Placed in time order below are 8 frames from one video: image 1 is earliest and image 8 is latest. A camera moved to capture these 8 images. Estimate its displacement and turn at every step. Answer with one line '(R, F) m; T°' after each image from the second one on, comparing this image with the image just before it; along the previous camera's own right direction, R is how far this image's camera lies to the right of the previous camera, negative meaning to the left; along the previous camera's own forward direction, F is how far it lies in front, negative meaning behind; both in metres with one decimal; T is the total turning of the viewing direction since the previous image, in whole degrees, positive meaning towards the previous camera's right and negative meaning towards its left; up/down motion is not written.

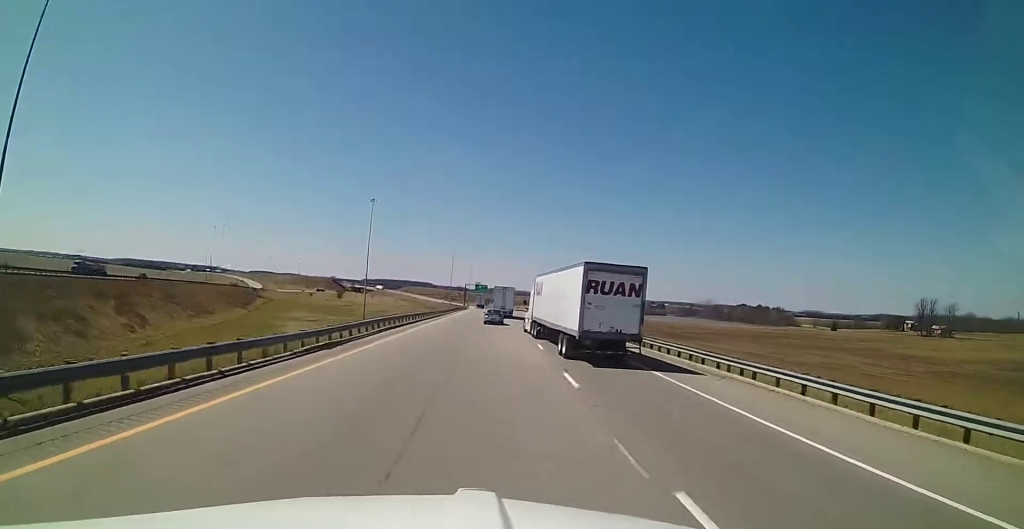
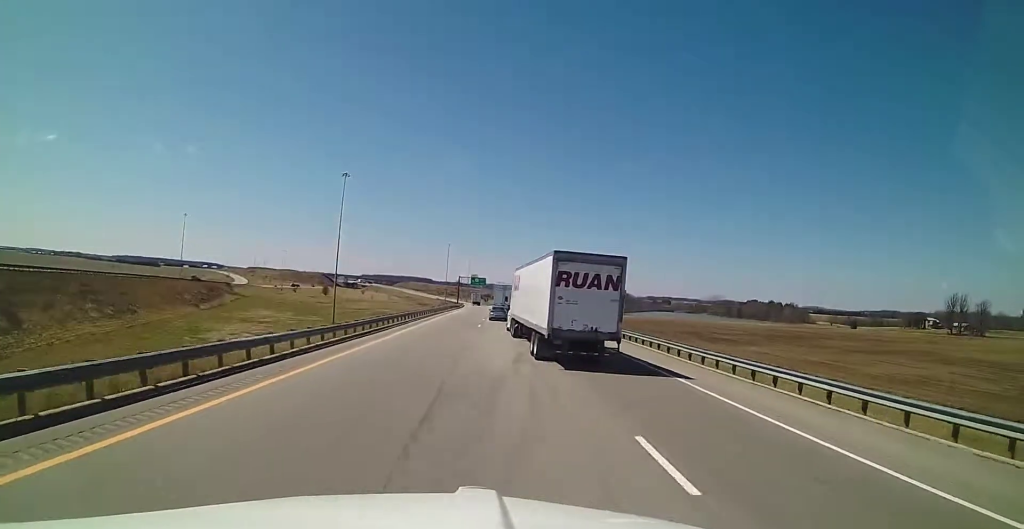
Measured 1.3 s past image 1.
(0.0, +34.2) m; 0°
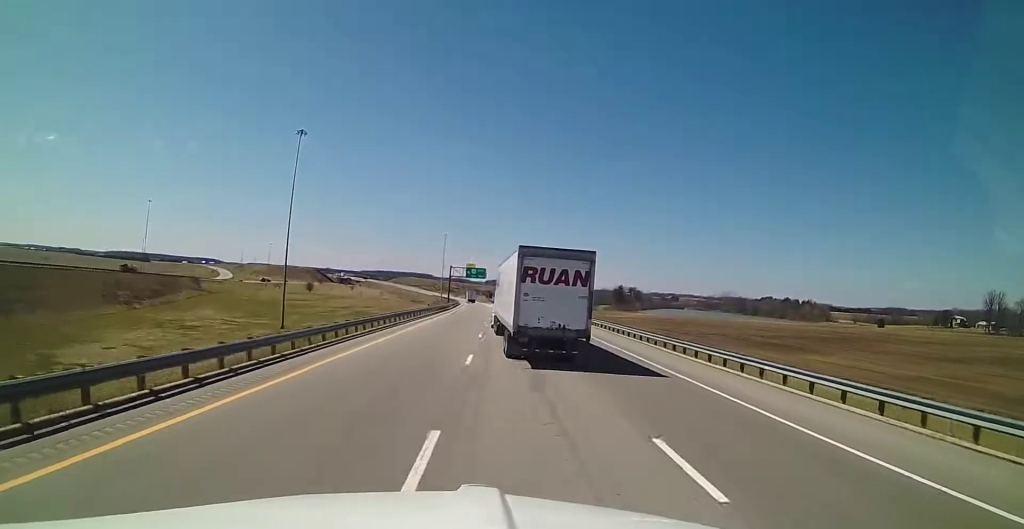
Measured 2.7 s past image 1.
(0.0, +36.3) m; 0°
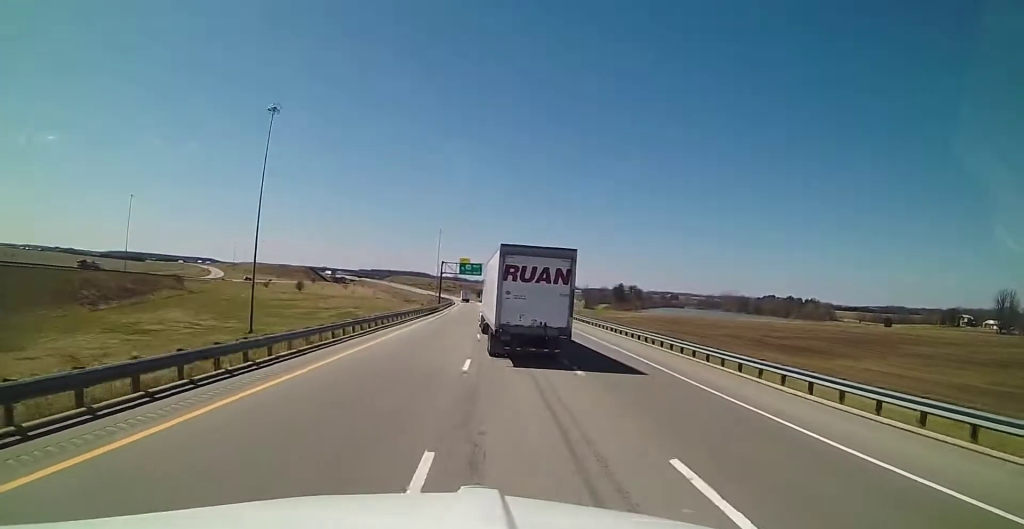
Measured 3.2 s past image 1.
(0.0, +13.1) m; 0°
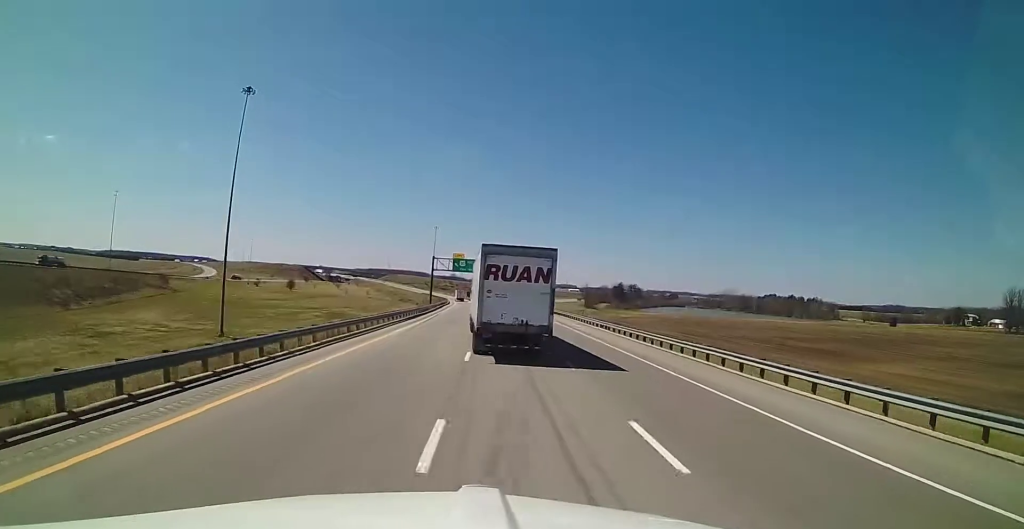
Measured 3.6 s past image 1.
(0.0, +9.8) m; 0°
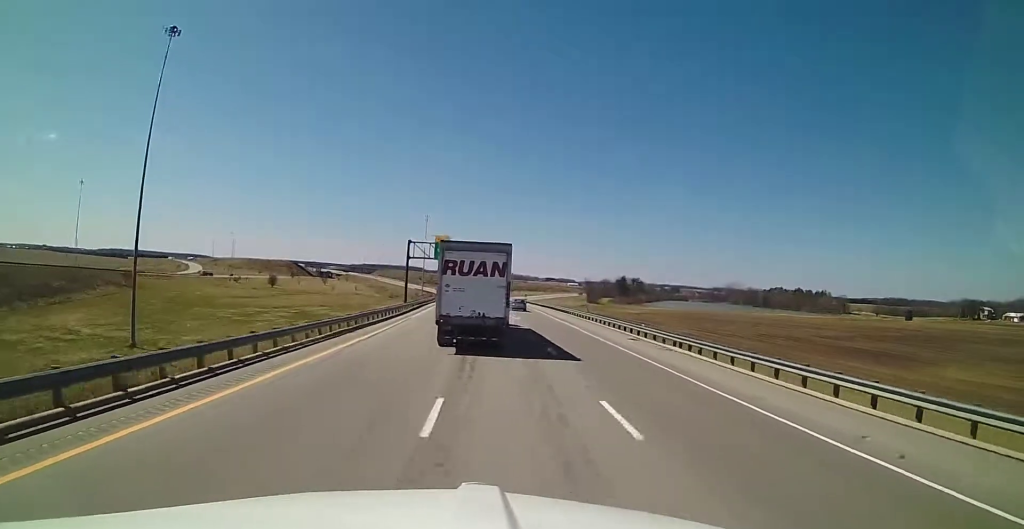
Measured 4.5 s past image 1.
(0.0, +22.5) m; +1°
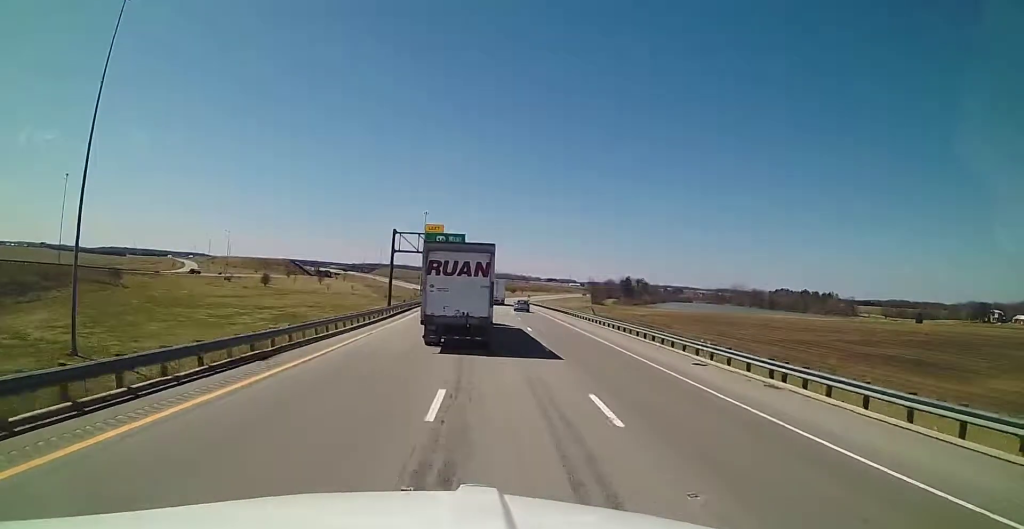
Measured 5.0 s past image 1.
(+0.1, +11.1) m; 0°
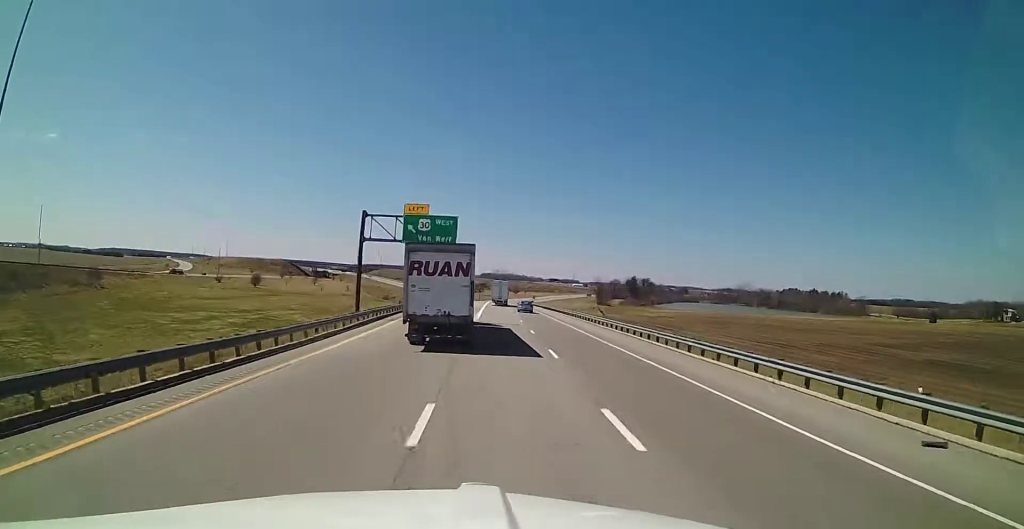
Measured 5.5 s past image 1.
(+0.3, +13.8) m; 0°
